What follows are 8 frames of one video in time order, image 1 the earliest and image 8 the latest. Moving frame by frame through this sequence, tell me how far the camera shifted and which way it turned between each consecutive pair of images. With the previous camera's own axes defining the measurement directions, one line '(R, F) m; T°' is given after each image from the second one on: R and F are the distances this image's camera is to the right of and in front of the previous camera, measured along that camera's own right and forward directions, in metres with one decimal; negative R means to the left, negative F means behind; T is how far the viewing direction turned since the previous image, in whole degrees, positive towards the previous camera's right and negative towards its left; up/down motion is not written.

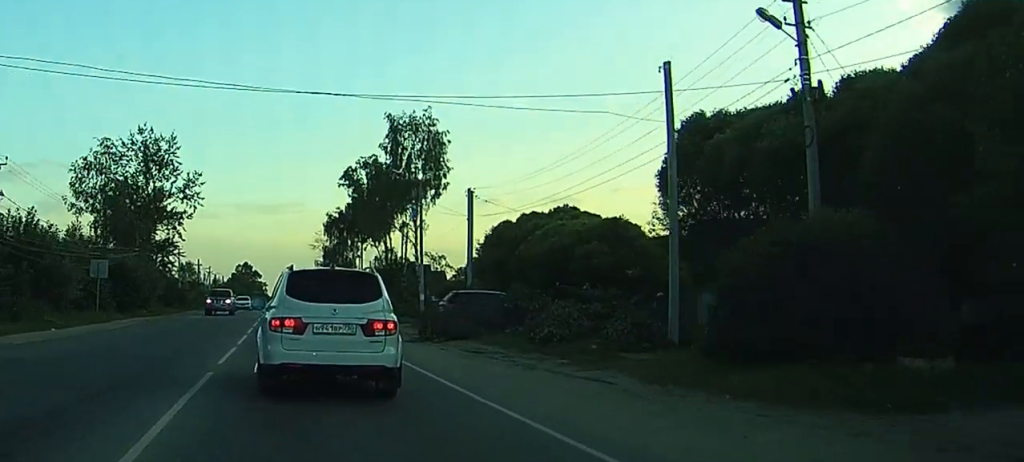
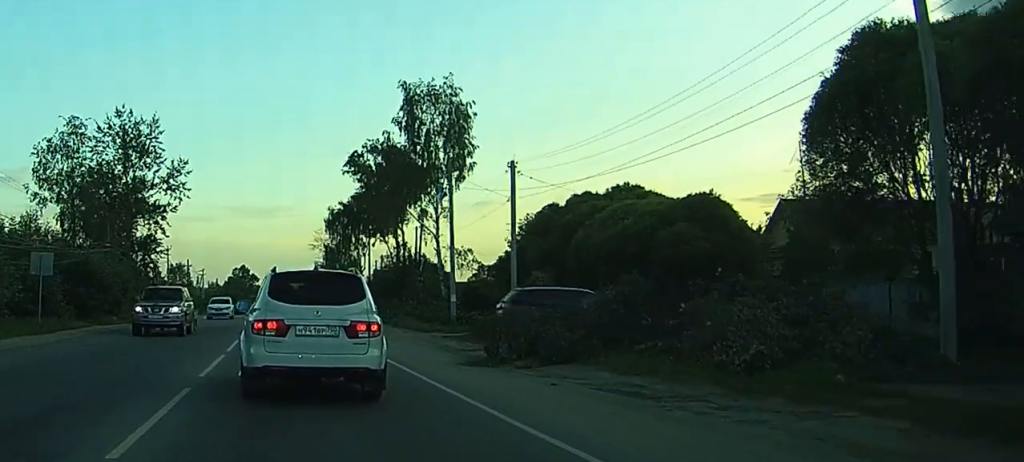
(0.0, +9.5) m; -1°
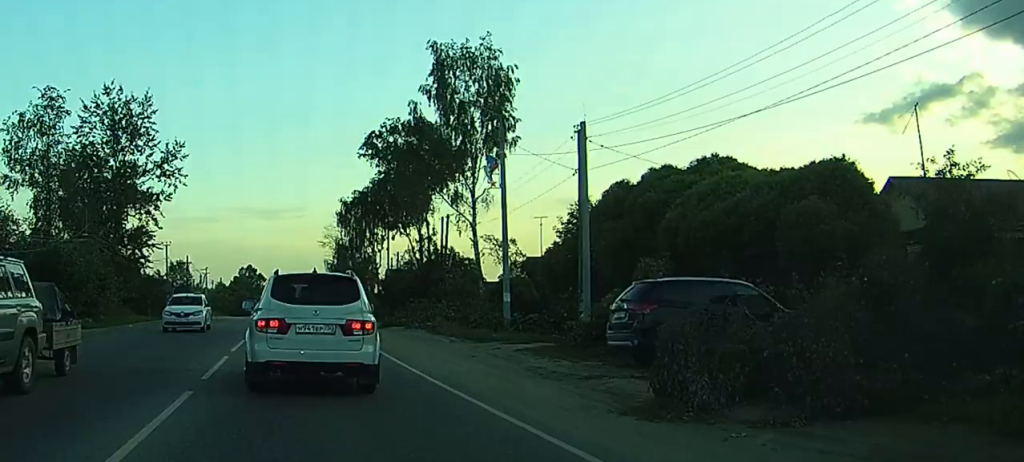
(0.0, +8.4) m; +1°
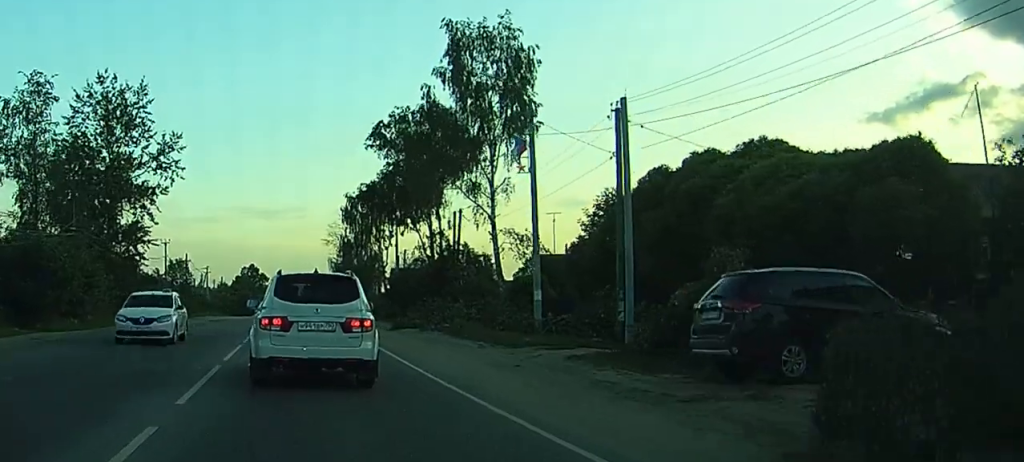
(0.0, +3.6) m; +1°
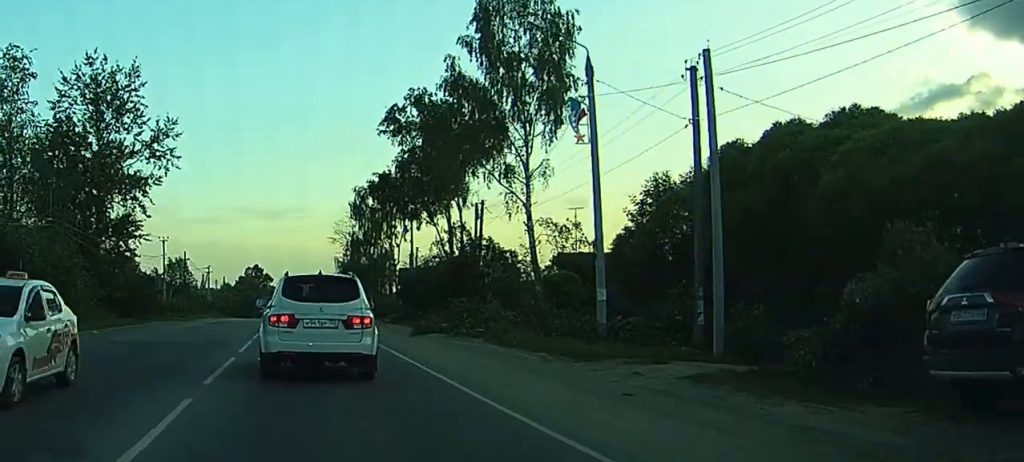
(+0.1, +5.5) m; 0°
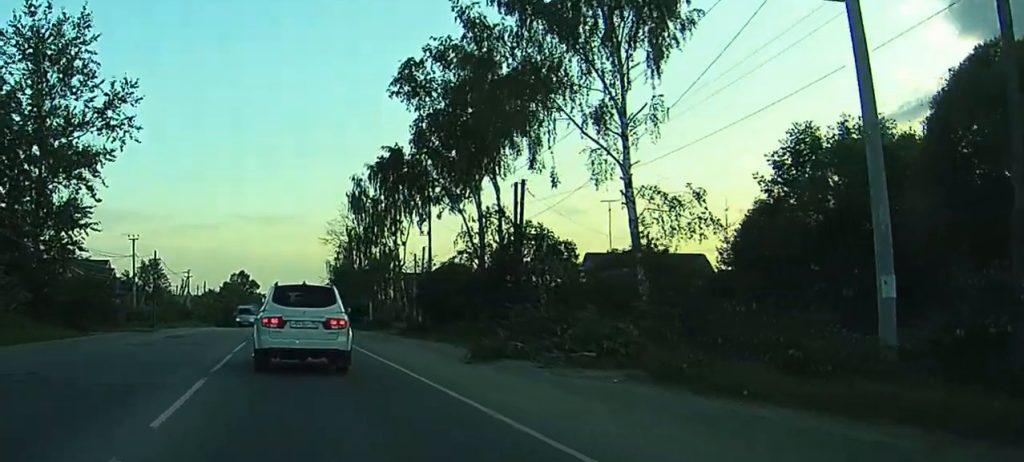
(-0.2, +12.3) m; -3°
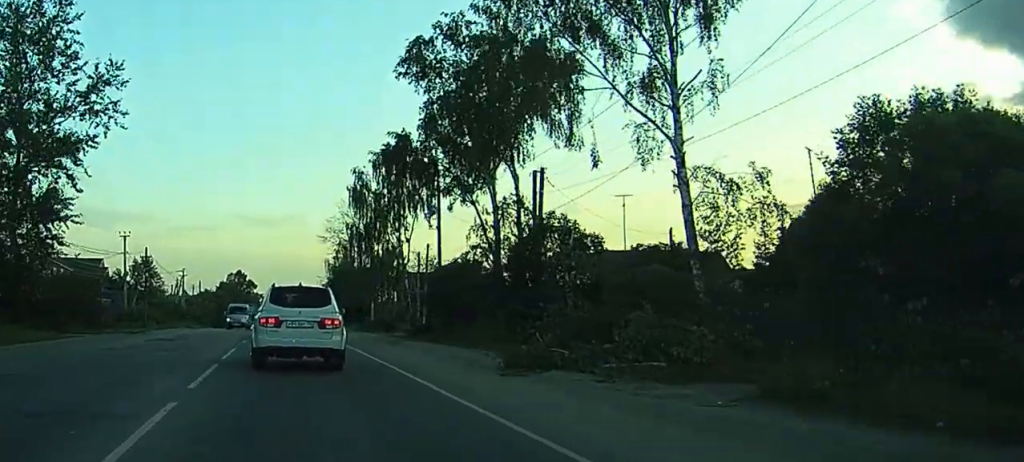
(-0.1, +3.6) m; 0°
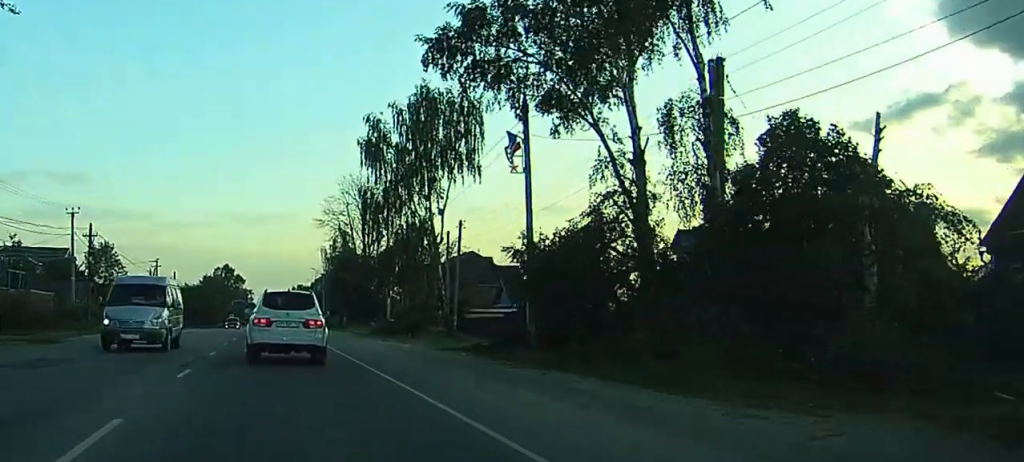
(-0.1, +17.3) m; 0°
